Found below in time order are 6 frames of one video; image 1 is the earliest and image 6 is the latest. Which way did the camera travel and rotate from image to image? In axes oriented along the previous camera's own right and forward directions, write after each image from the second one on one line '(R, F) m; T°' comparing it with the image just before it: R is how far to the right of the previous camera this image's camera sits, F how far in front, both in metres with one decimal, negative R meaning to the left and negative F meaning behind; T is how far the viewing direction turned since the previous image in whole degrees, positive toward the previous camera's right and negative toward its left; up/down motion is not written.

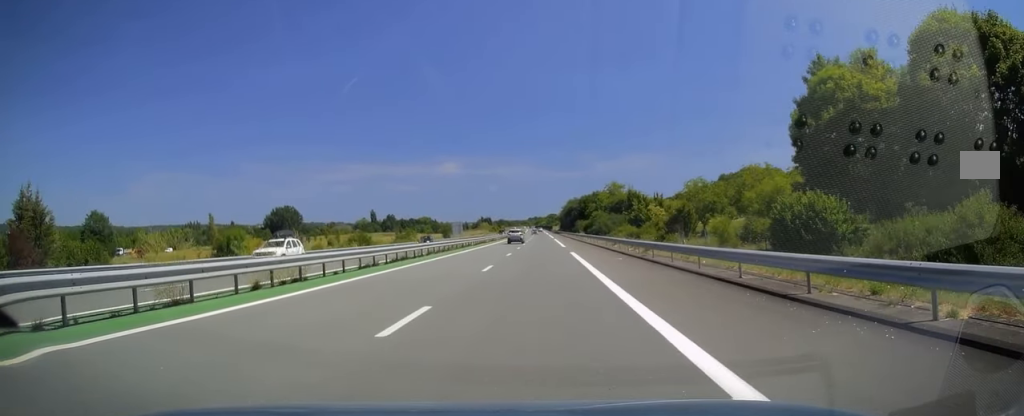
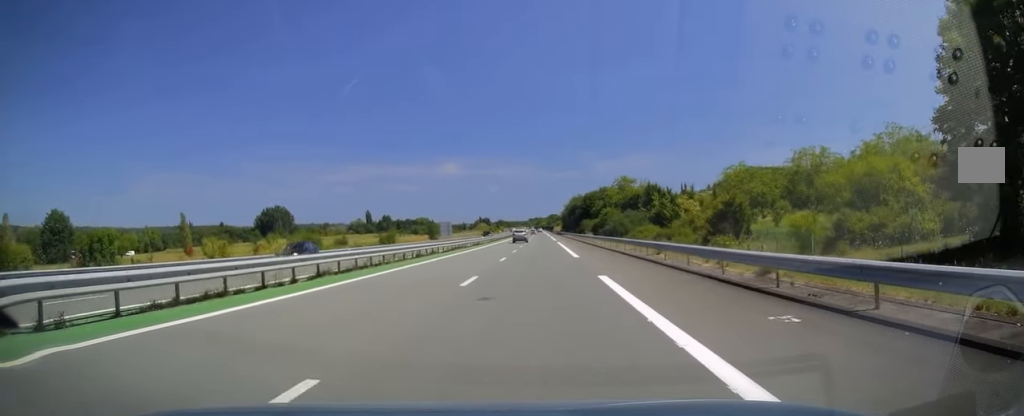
(0.0, +18.5) m; 0°
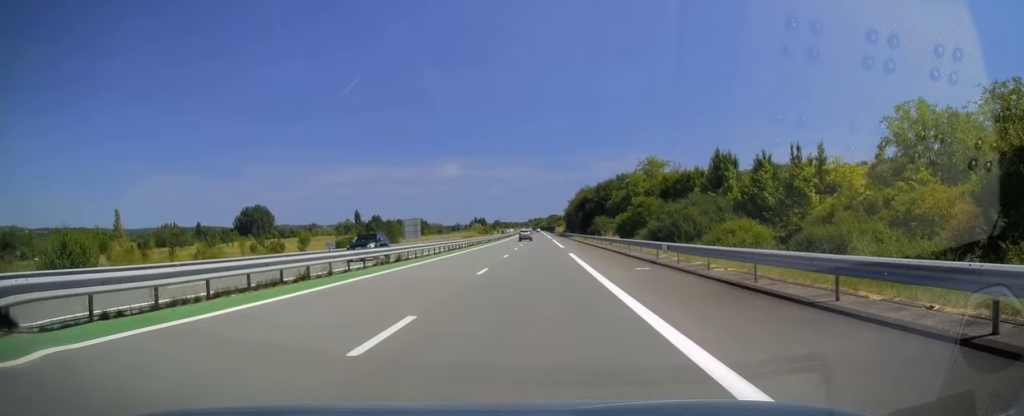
(0.0, +34.8) m; 0°
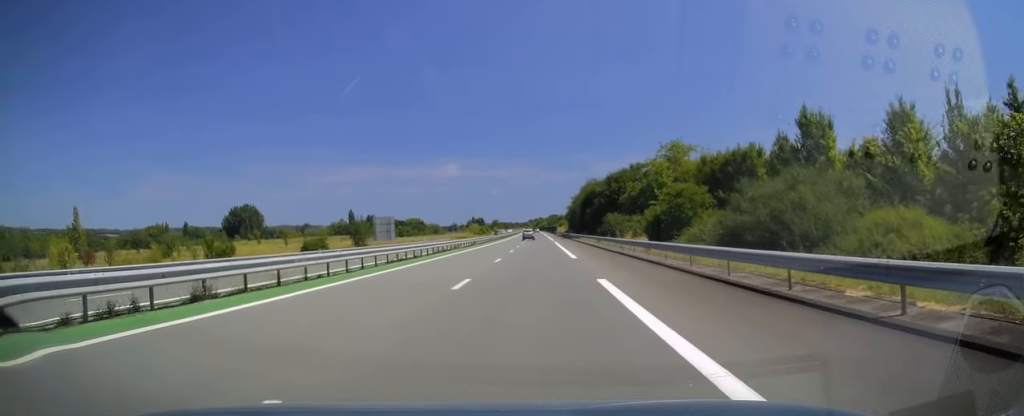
(0.0, +18.1) m; 0°
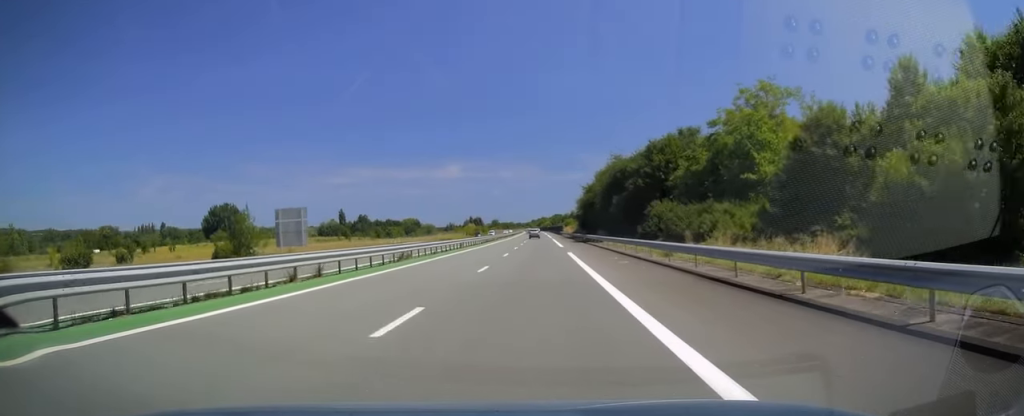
(0.0, +32.7) m; 0°
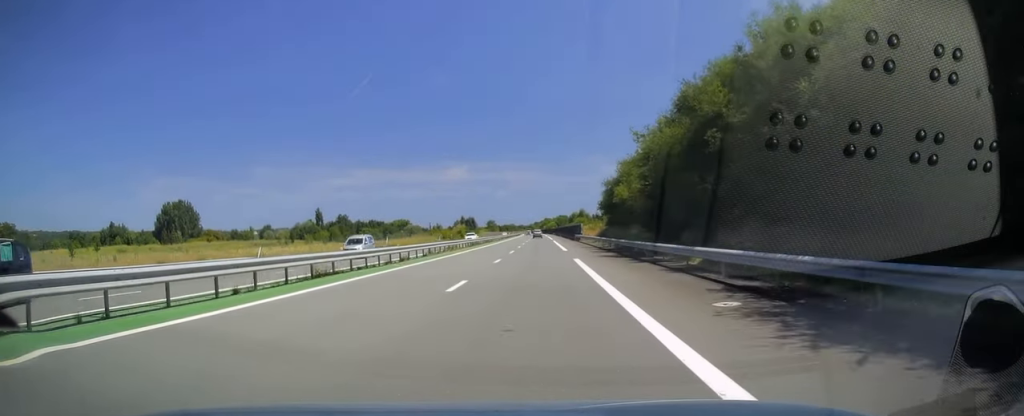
(-0.1, +58.5) m; 0°
